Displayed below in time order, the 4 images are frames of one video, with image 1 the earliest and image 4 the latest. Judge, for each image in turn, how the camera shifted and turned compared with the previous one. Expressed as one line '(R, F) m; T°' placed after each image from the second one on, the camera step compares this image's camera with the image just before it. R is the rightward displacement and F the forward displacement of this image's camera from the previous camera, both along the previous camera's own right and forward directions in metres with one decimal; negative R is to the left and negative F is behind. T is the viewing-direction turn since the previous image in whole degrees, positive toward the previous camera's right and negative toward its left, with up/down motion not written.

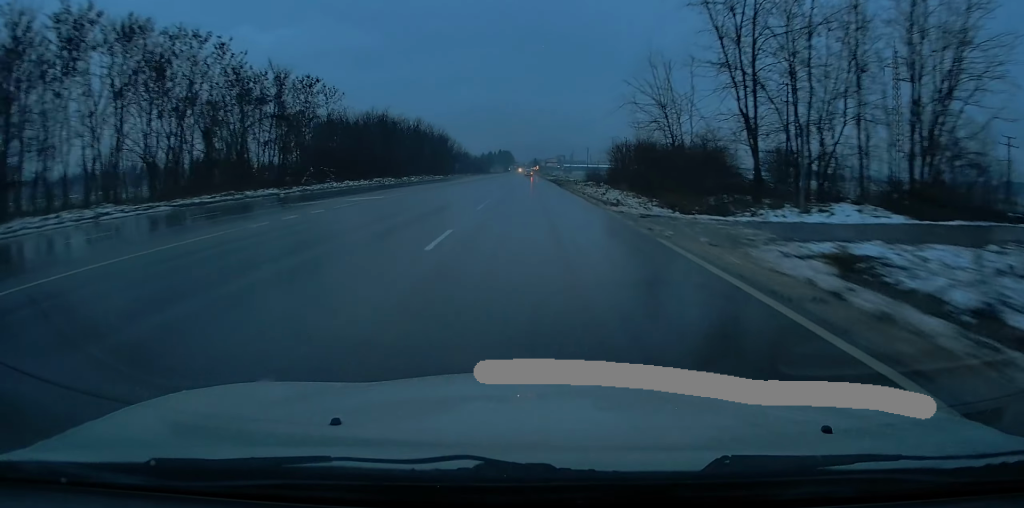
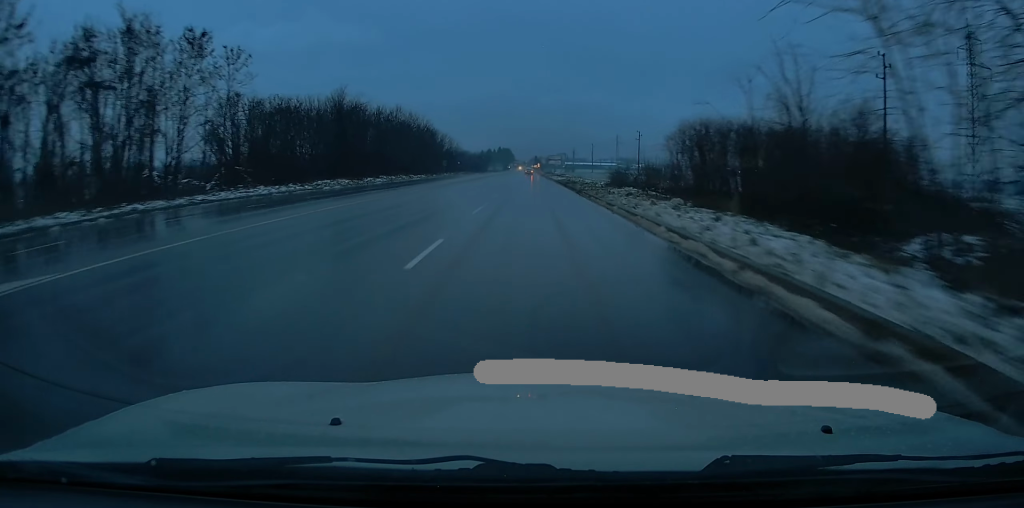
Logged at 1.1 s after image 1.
(+0.4, +19.4) m; 0°
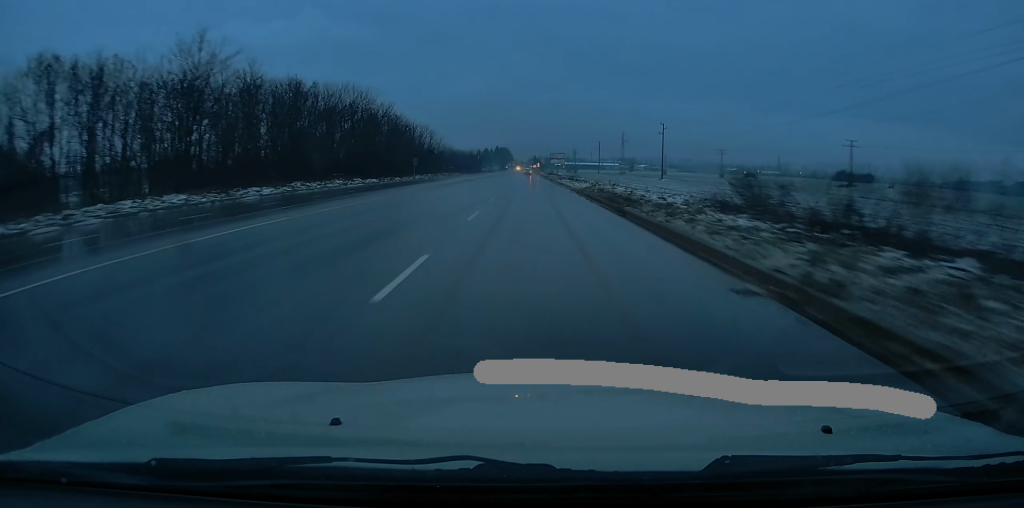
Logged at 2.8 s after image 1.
(-0.6, +28.0) m; -1°
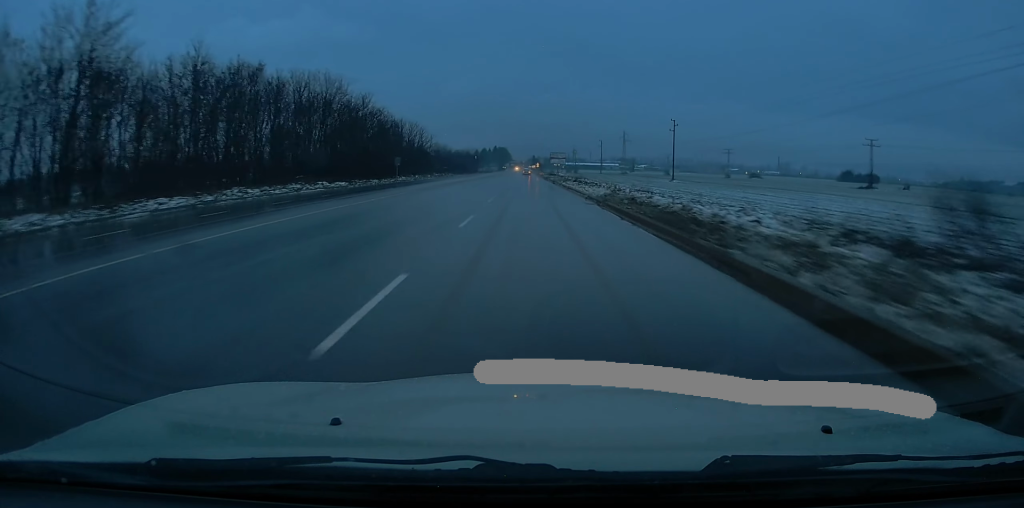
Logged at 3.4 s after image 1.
(0.0, +10.4) m; 0°
